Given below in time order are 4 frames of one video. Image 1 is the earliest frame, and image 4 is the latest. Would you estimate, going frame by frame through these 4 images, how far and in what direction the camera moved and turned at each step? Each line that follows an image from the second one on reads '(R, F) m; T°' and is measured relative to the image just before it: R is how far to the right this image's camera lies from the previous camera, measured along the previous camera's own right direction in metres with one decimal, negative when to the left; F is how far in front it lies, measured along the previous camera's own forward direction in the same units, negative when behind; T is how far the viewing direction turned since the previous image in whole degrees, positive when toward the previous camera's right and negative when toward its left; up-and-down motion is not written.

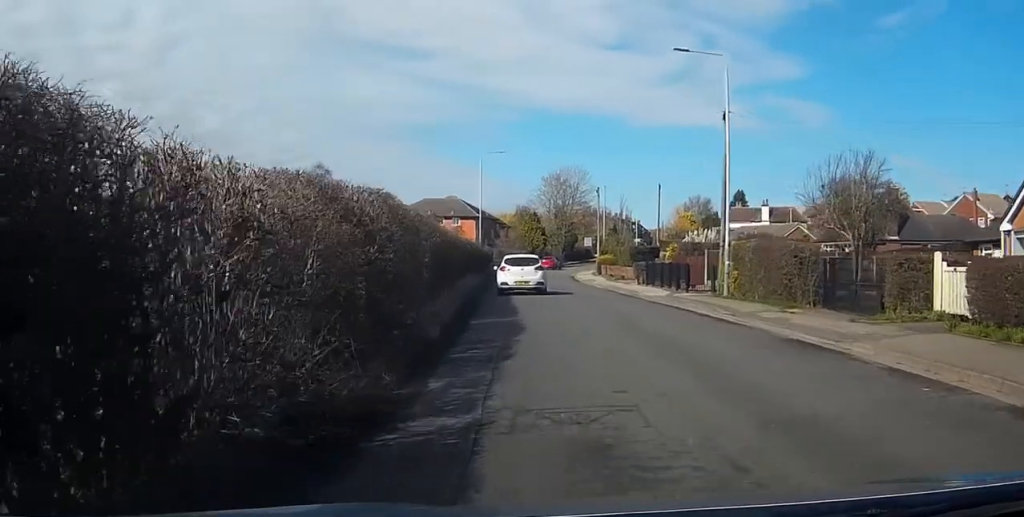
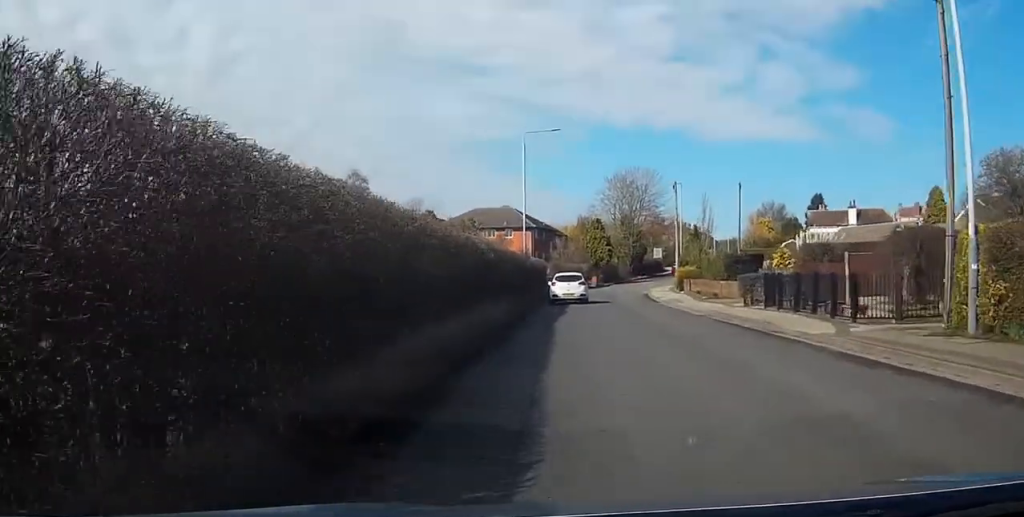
(0.0, +18.2) m; -2°
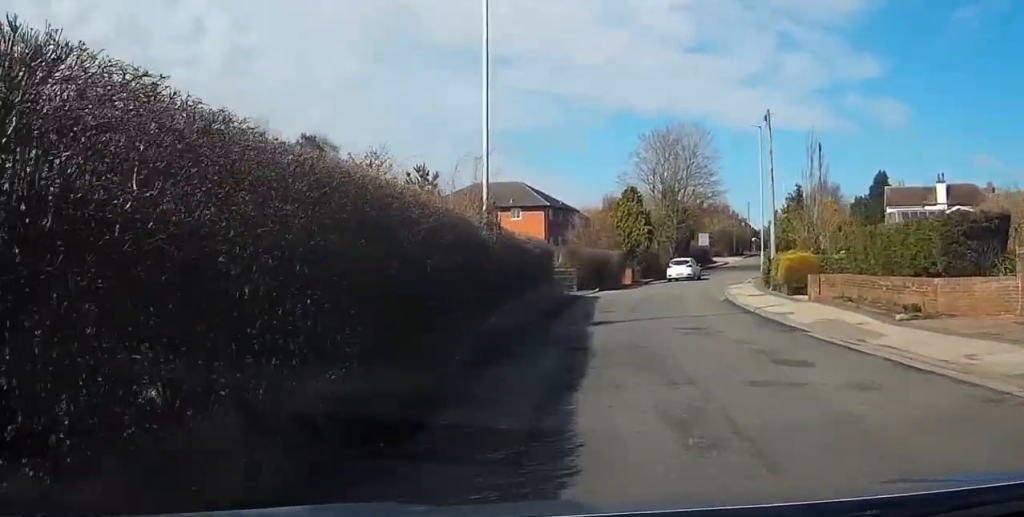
(-1.5, +27.3) m; -4°
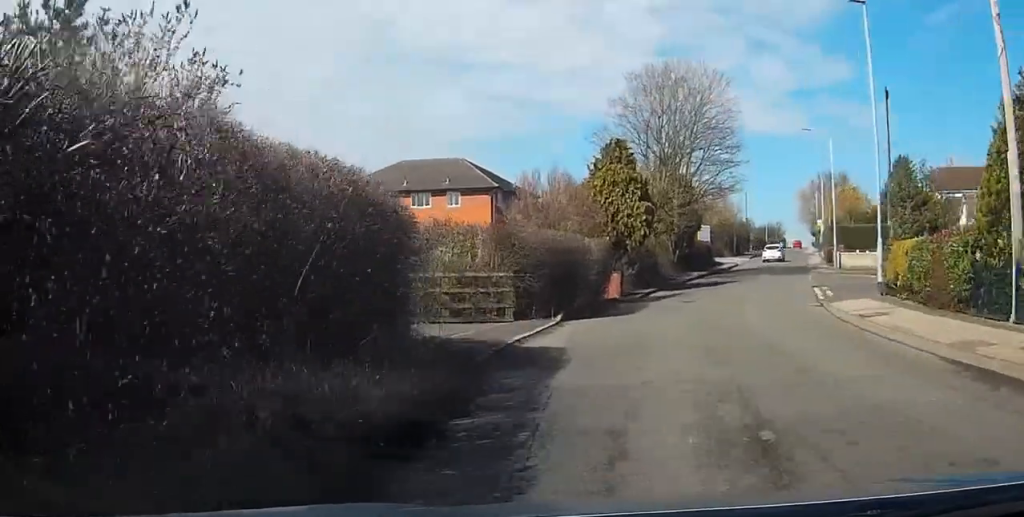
(+0.2, +25.1) m; +3°
